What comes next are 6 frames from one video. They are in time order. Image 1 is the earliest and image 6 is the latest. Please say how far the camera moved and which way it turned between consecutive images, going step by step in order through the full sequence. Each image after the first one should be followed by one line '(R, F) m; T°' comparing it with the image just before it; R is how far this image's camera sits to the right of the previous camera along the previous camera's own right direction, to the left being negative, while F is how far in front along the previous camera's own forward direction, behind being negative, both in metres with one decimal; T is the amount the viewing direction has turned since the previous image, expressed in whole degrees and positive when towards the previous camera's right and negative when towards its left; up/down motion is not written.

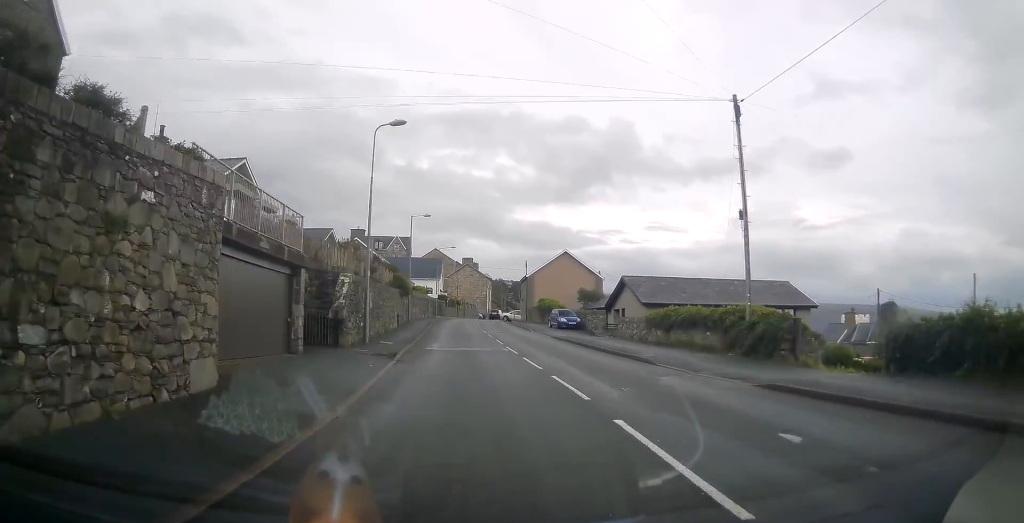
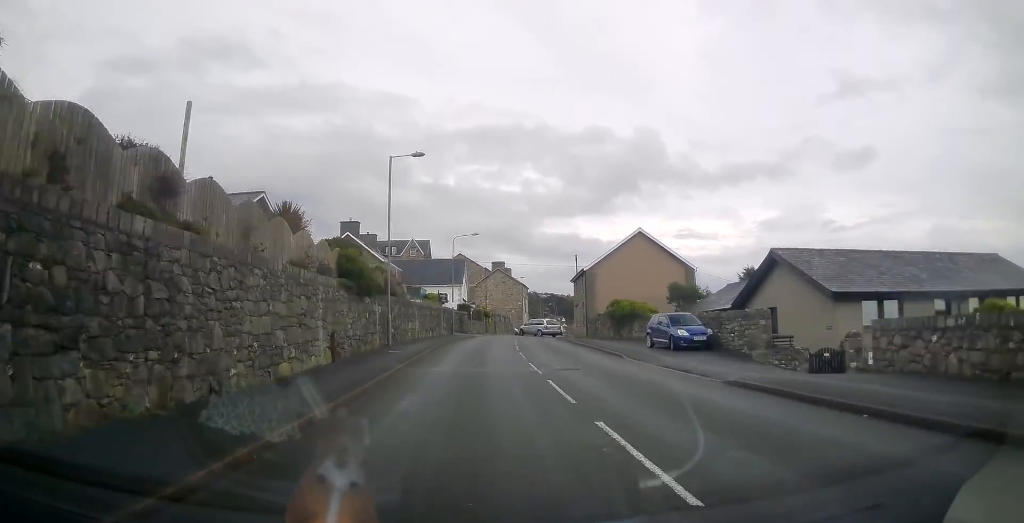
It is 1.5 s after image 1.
(-0.8, +22.7) m; -3°
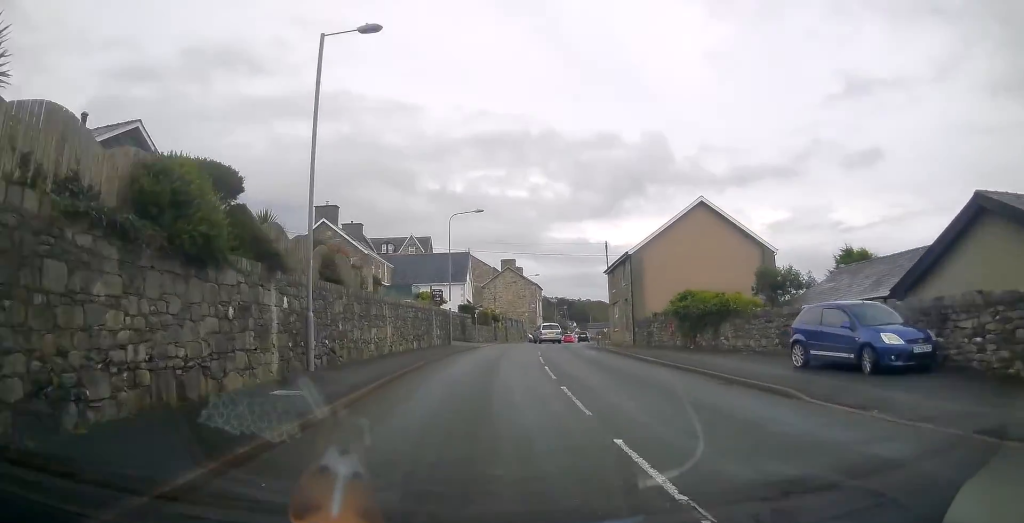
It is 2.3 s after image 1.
(0.0, +13.2) m; 0°
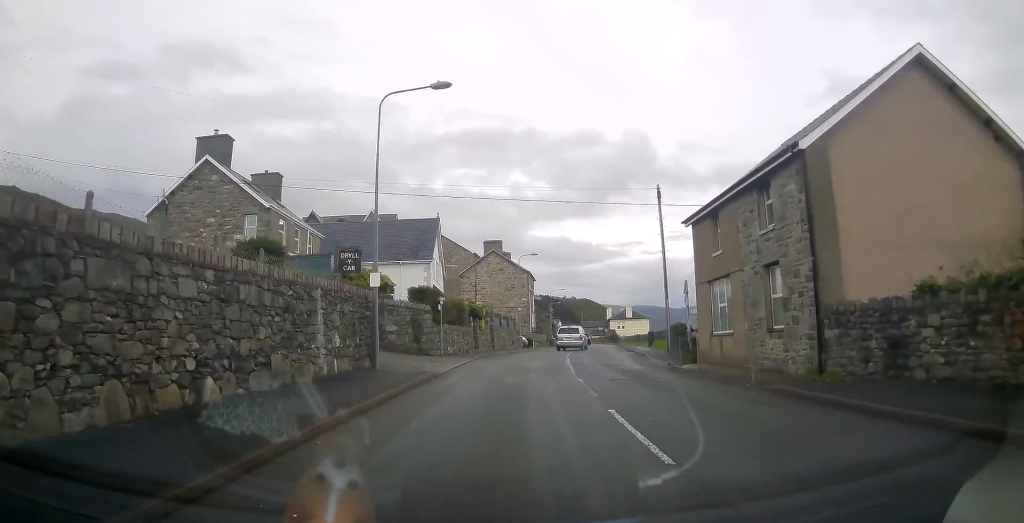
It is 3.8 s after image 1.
(0.0, +20.7) m; +1°
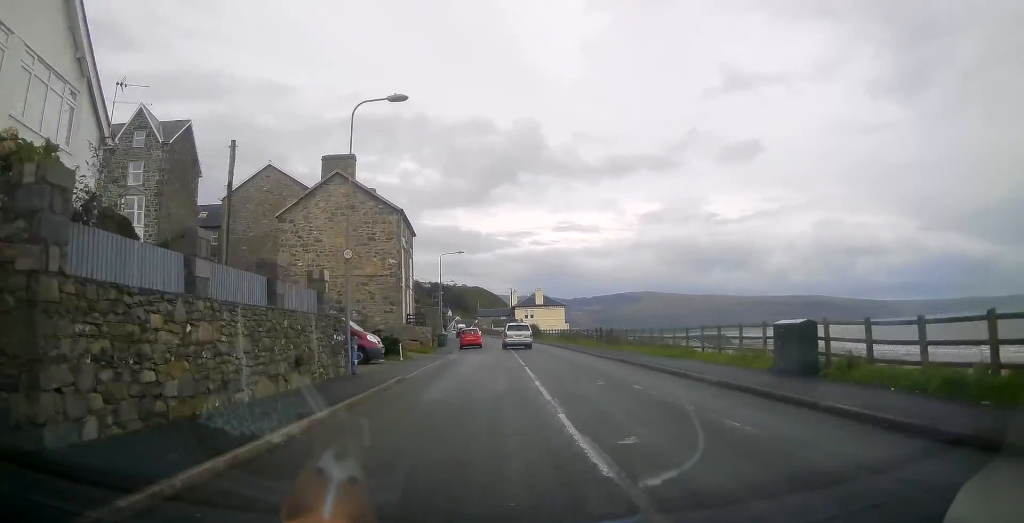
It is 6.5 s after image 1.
(+2.3, +35.3) m; +8°
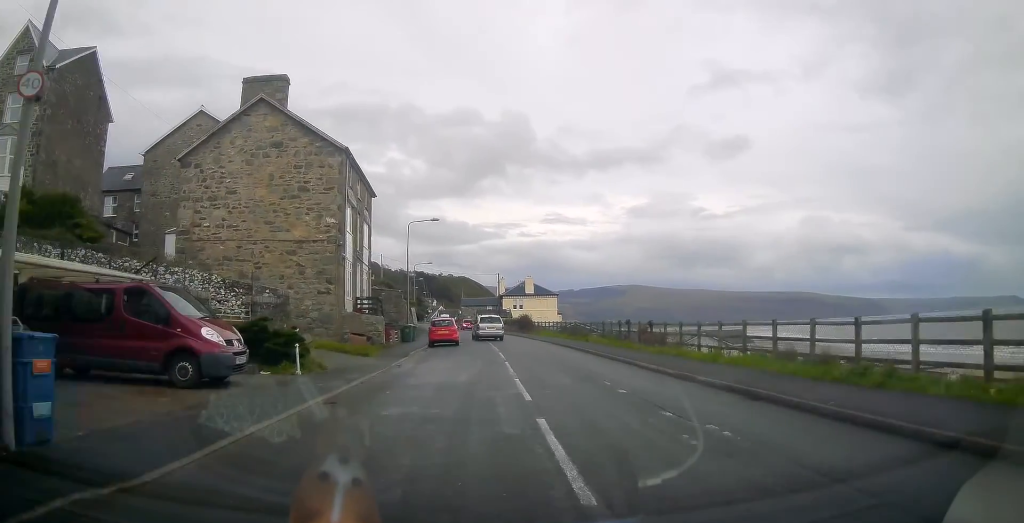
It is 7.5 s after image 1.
(+0.3, +12.2) m; +2°
